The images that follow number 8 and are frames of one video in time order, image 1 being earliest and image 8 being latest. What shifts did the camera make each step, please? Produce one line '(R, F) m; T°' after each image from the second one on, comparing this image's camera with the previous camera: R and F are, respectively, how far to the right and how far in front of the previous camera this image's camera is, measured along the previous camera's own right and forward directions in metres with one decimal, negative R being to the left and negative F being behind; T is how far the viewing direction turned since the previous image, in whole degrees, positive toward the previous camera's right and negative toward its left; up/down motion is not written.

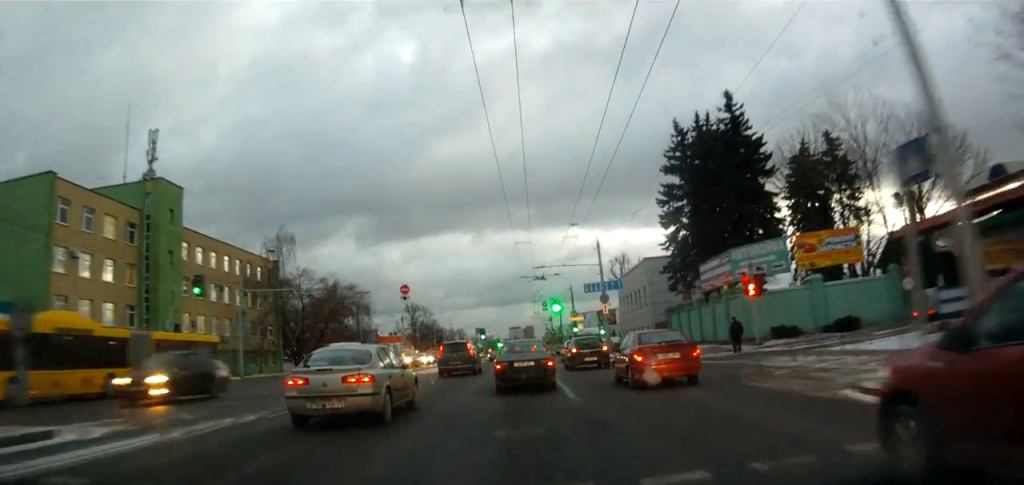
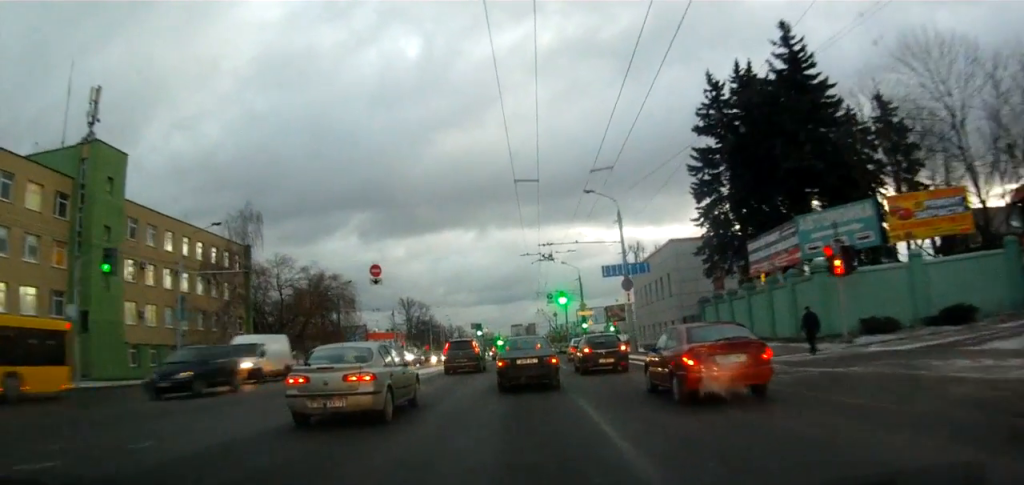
(0.0, +9.2) m; +2°
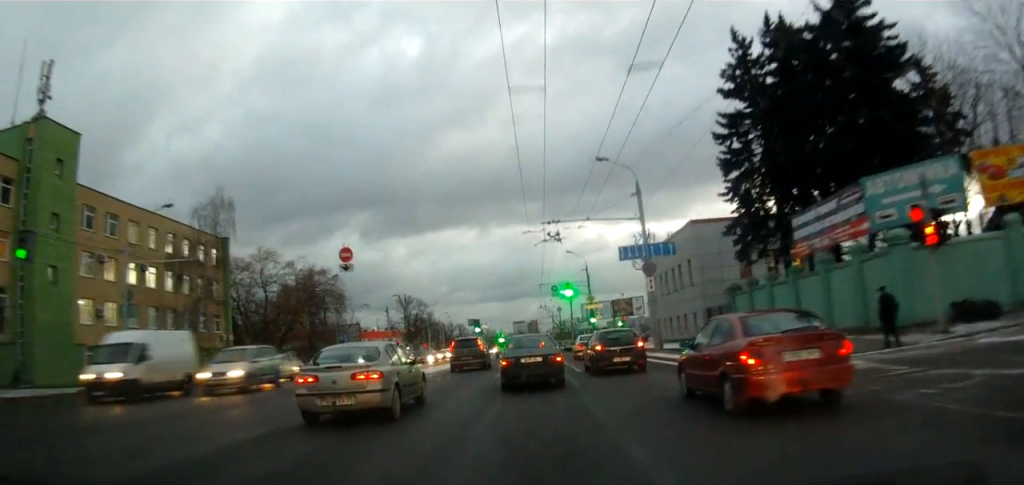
(+0.2, +6.2) m; 0°
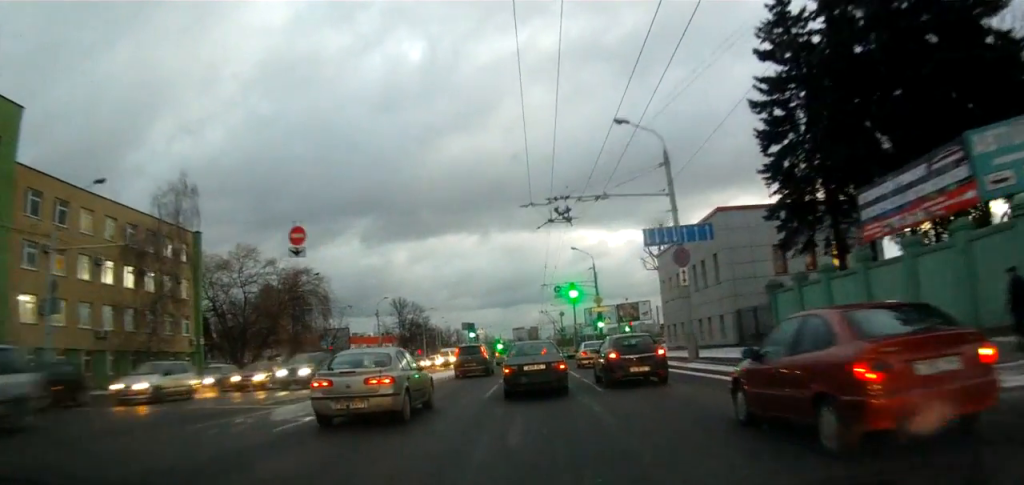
(+0.2, +6.2) m; 0°
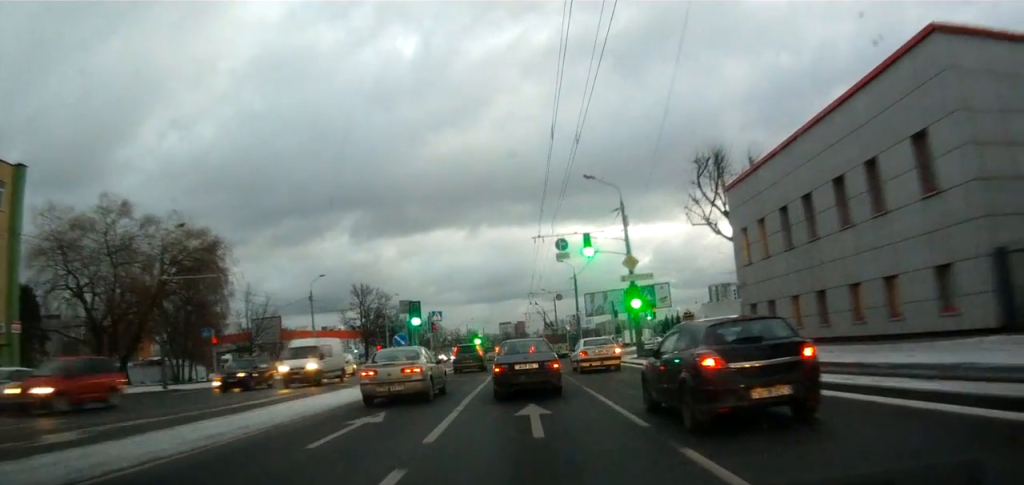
(-1.0, +23.0) m; -1°
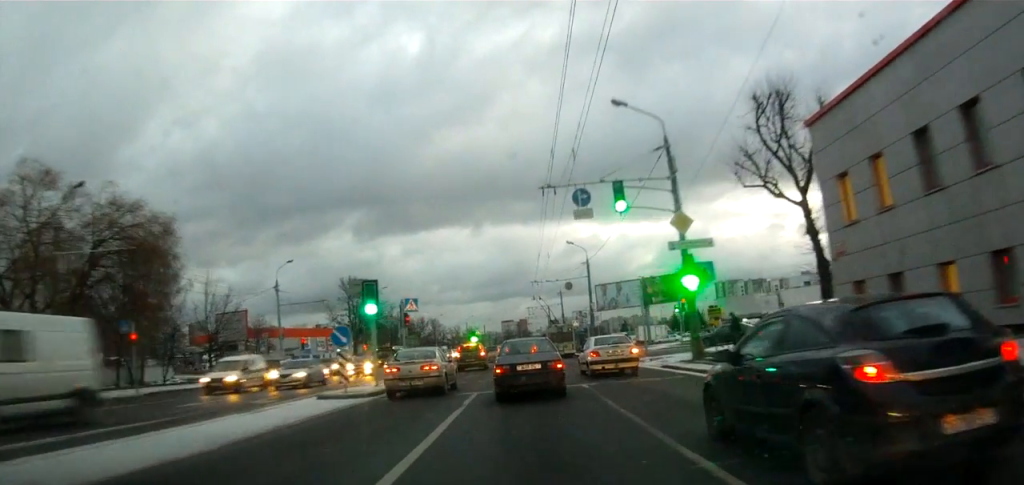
(+0.4, +10.5) m; +2°
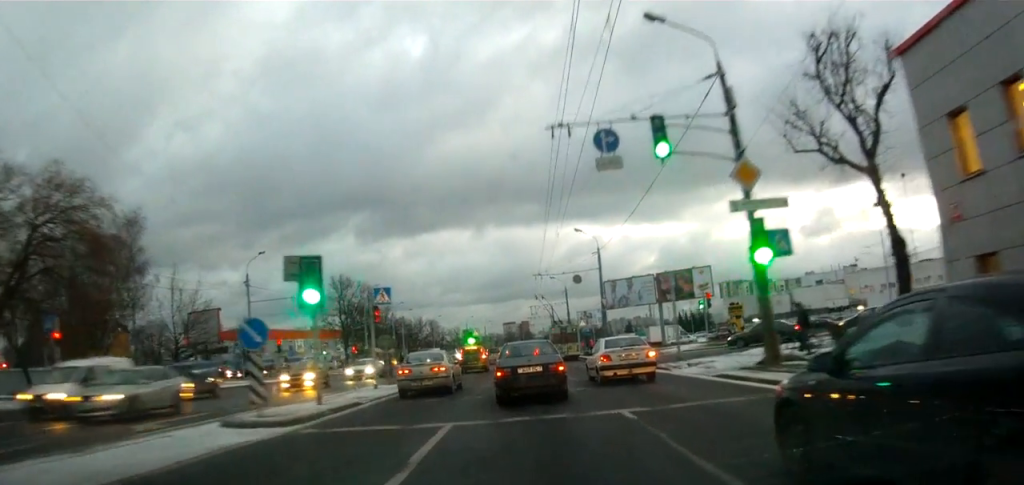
(+0.1, +6.8) m; 0°
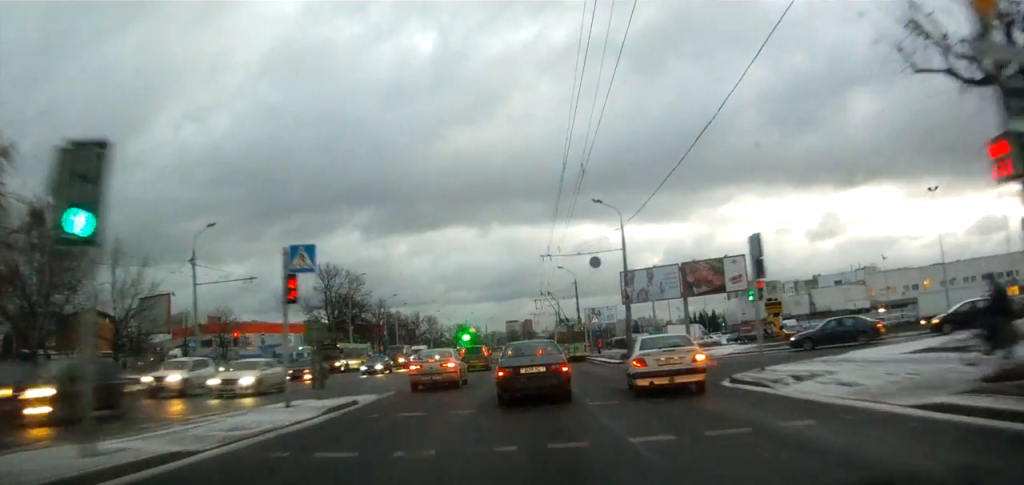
(0.0, +9.4) m; 0°
